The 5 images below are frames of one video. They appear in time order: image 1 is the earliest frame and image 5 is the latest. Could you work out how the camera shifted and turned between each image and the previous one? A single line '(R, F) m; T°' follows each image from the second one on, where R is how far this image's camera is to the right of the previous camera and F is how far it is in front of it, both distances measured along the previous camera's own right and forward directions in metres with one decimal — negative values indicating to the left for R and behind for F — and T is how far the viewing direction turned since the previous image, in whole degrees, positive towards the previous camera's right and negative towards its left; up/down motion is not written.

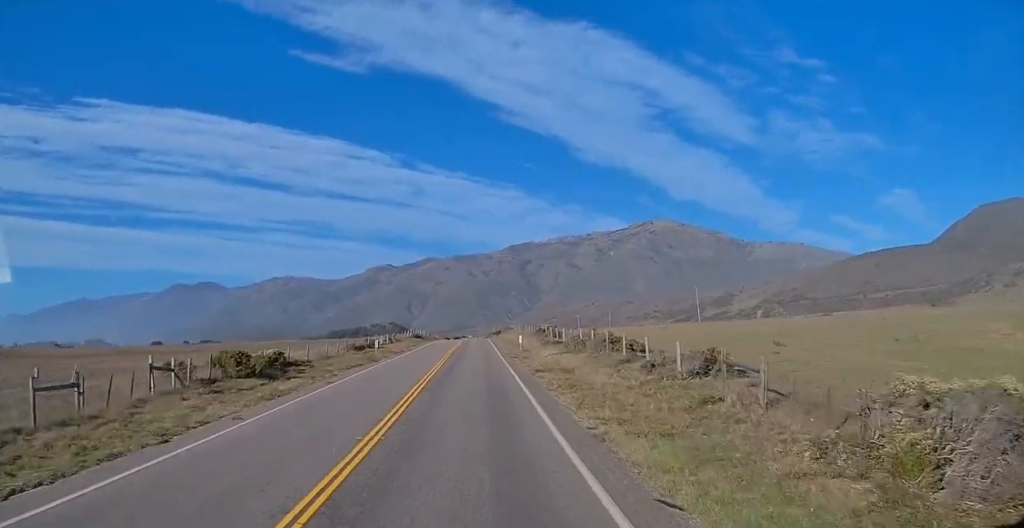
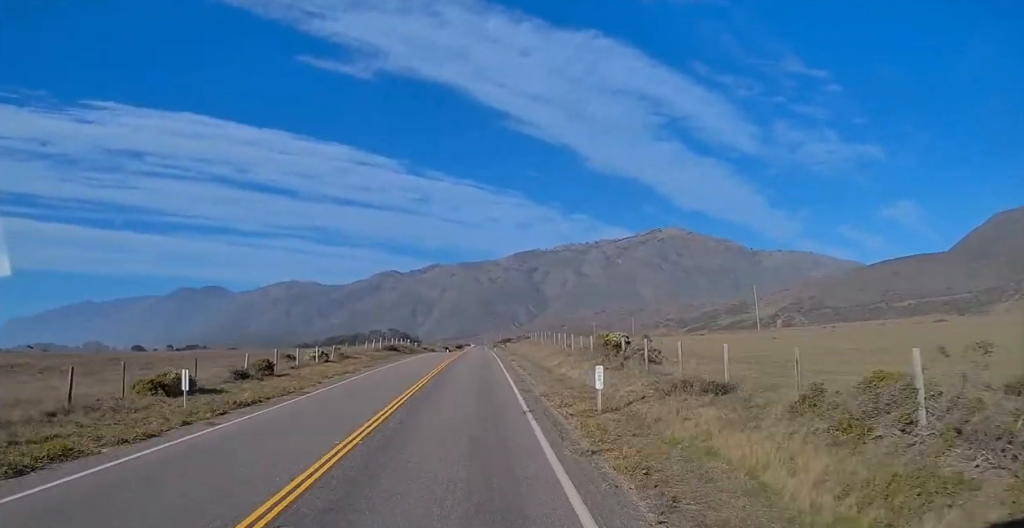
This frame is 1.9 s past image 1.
(-0.3, +37.4) m; 0°
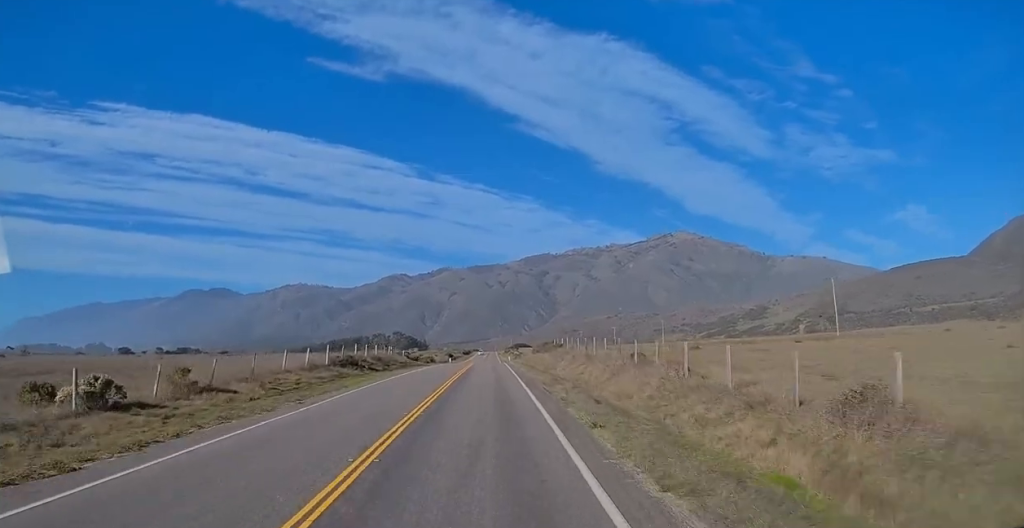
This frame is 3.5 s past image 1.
(-0.2, +30.6) m; +1°
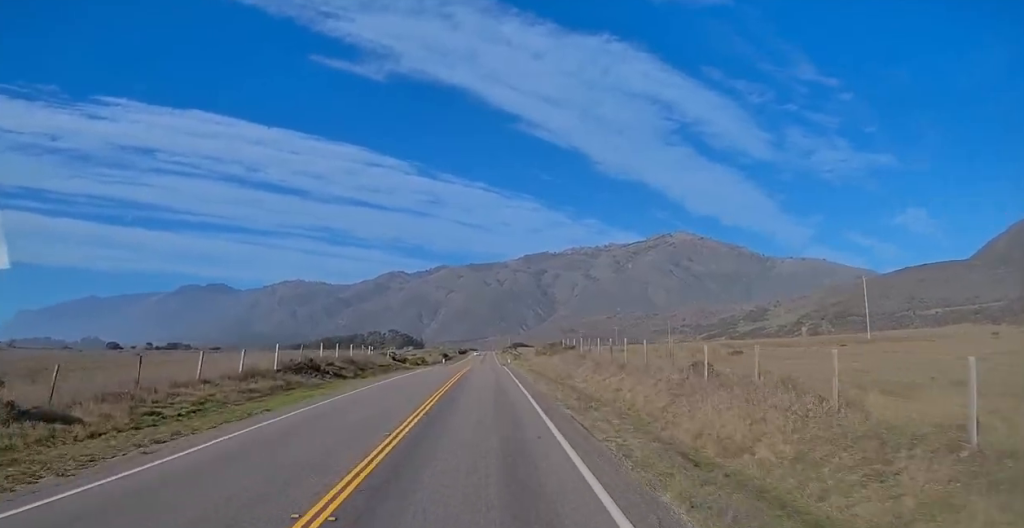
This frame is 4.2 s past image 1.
(+0.3, +11.2) m; 0°
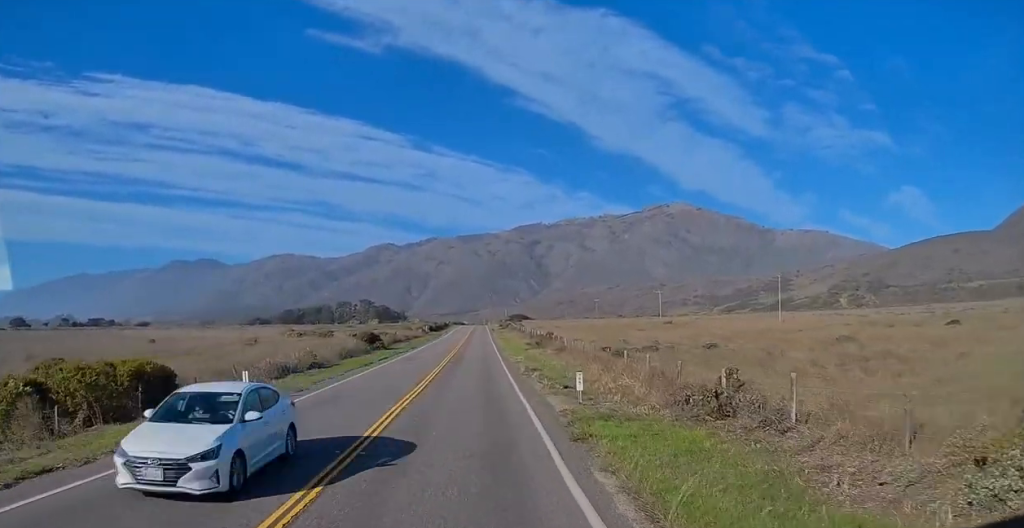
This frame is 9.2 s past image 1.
(-0.5, +91.7) m; 0°
